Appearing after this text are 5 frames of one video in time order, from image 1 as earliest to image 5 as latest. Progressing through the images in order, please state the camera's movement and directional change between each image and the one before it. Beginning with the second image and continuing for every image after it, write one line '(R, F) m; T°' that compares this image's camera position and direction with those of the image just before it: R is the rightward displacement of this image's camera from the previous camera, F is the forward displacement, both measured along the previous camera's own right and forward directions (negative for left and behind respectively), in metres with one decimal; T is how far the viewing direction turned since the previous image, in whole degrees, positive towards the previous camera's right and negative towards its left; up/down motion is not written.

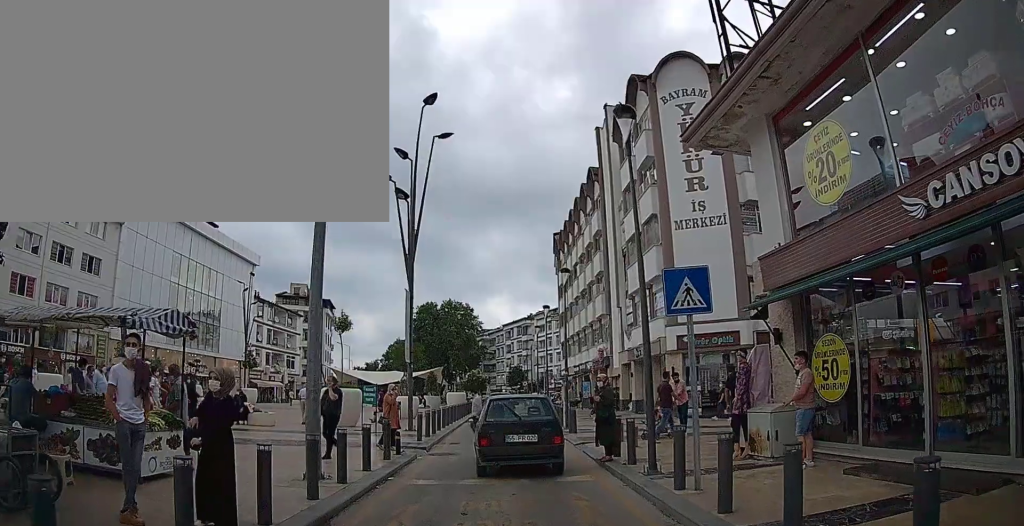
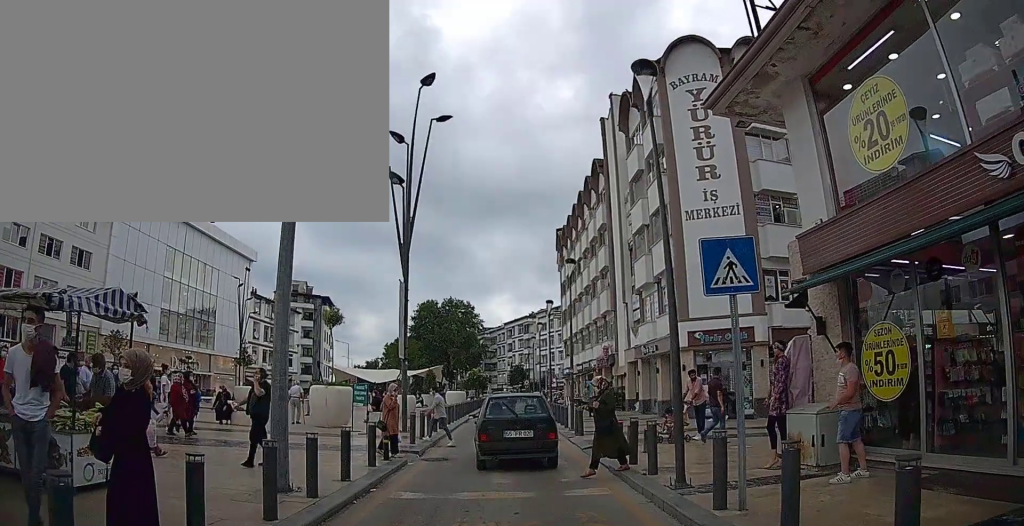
(0.0, +1.4) m; -1°
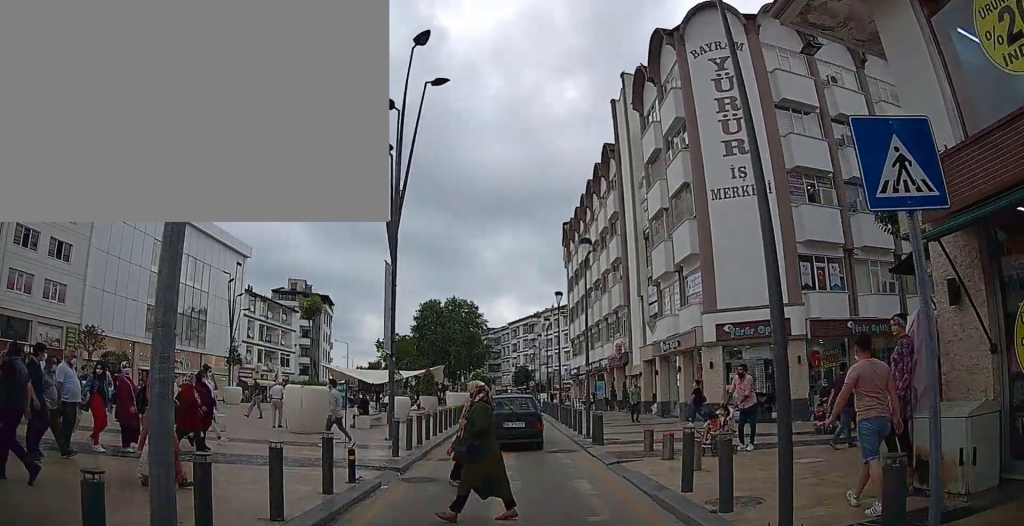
(-0.2, +3.2) m; -3°
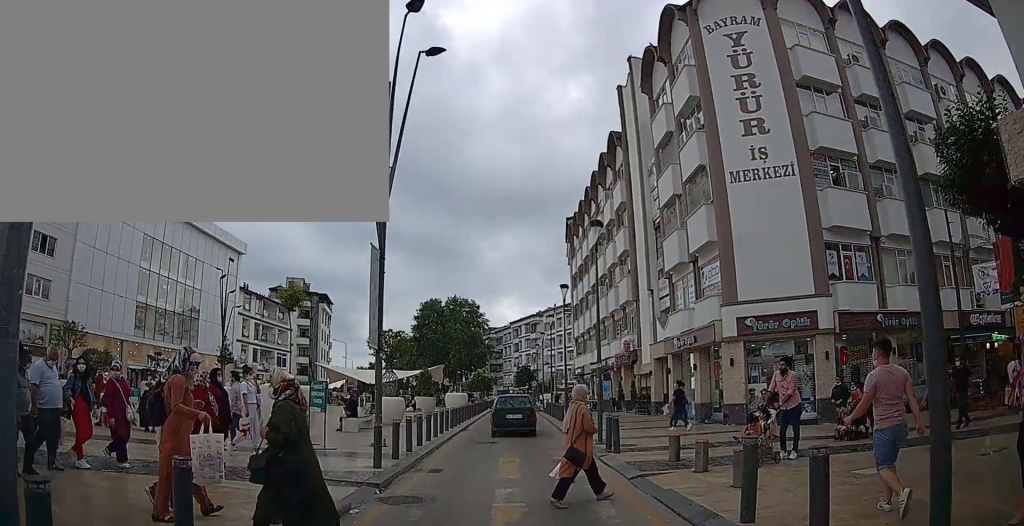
(+0.2, +2.0) m; +4°
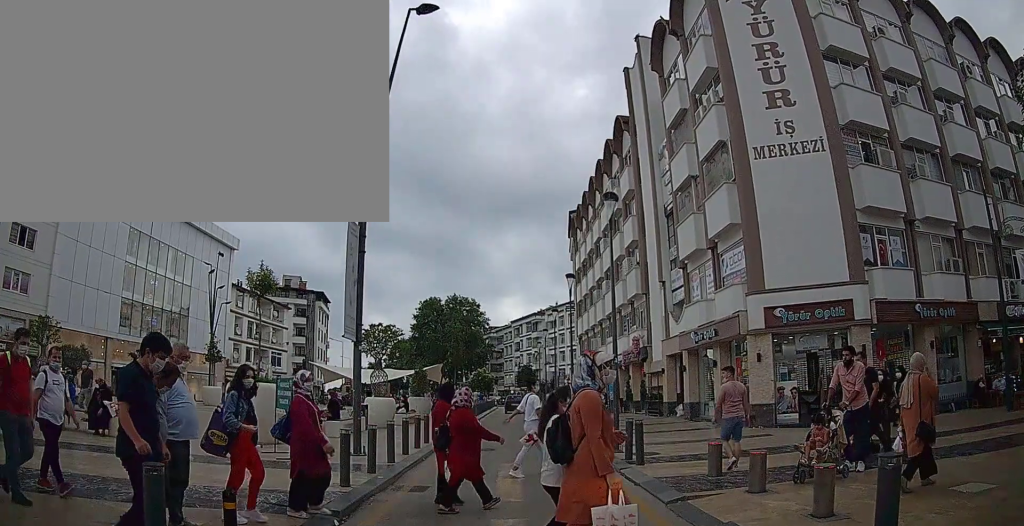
(+0.2, +3.0) m; 0°
